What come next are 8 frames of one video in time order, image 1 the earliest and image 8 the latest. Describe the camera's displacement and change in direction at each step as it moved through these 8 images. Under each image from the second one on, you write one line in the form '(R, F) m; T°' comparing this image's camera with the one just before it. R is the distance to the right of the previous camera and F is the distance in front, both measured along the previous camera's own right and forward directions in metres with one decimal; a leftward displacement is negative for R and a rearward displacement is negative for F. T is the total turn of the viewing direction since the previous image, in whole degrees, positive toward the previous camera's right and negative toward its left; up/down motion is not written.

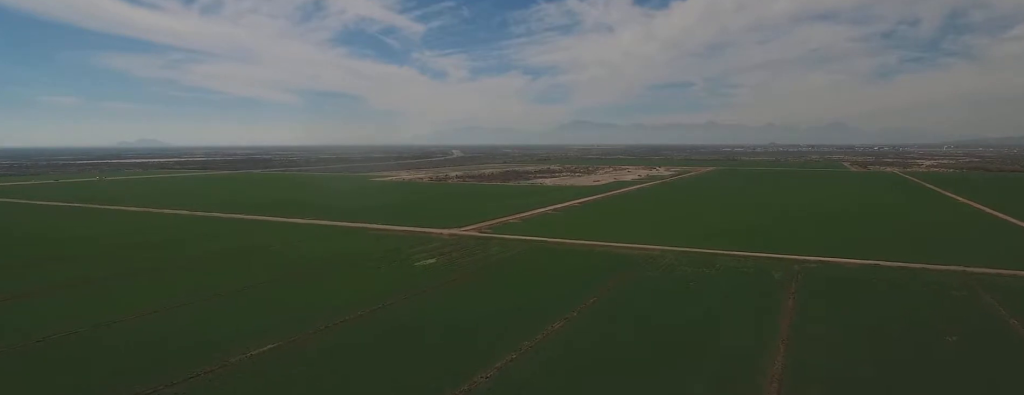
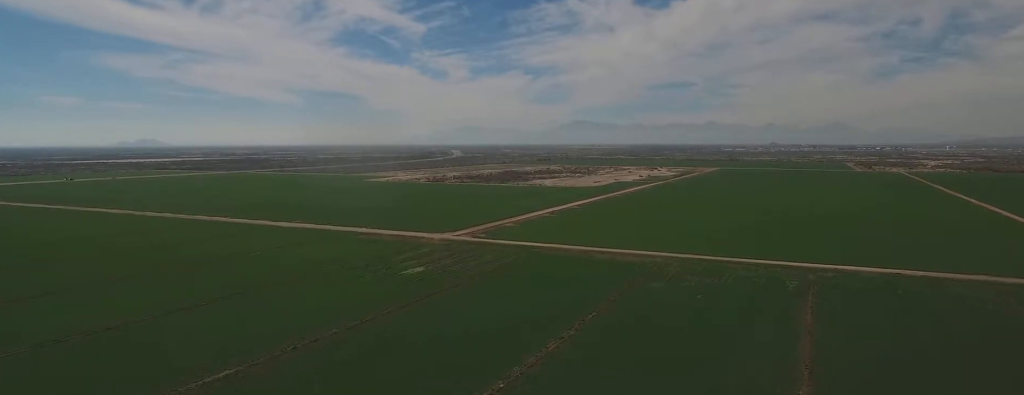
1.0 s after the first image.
(-0.2, +15.6) m; -1°
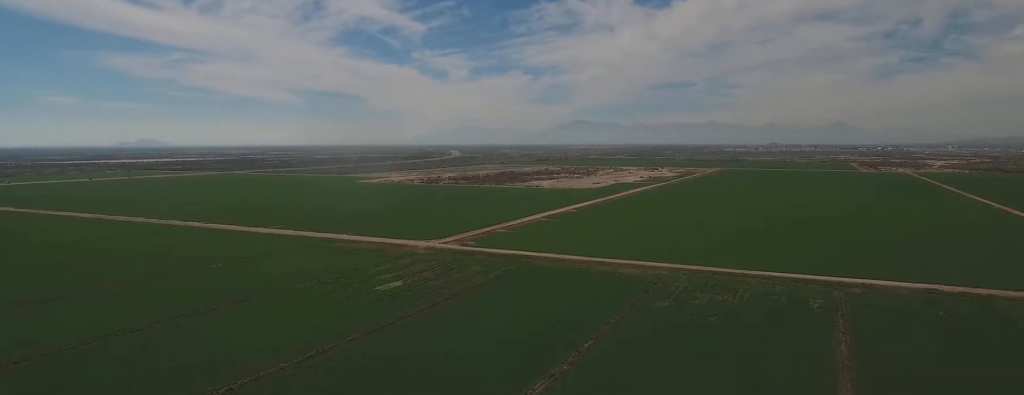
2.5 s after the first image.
(-0.3, +22.9) m; -1°
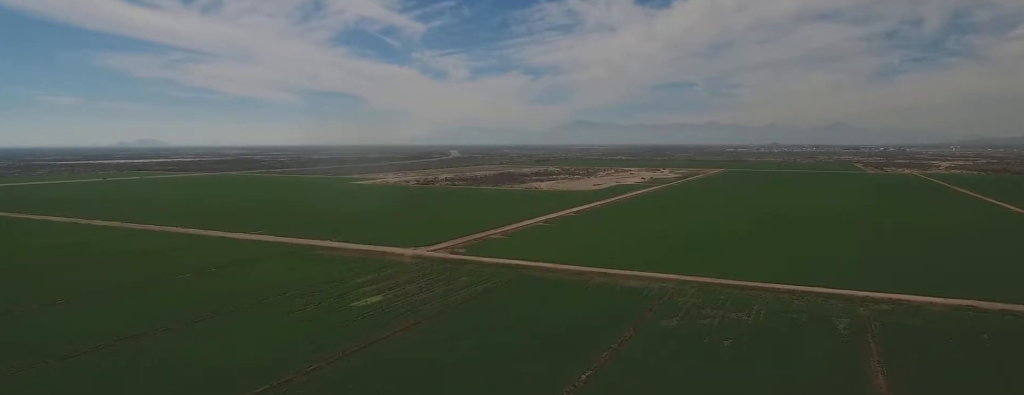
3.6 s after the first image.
(+0.1, +17.6) m; +1°
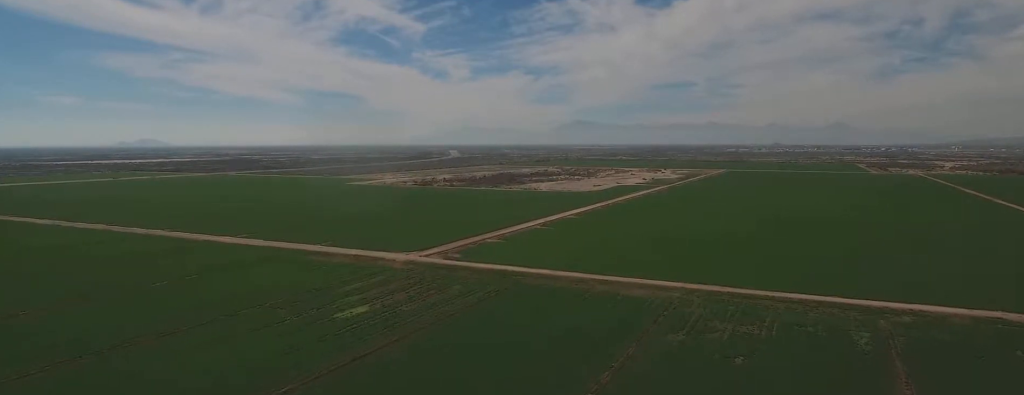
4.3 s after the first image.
(0.0, +10.7) m; +1°
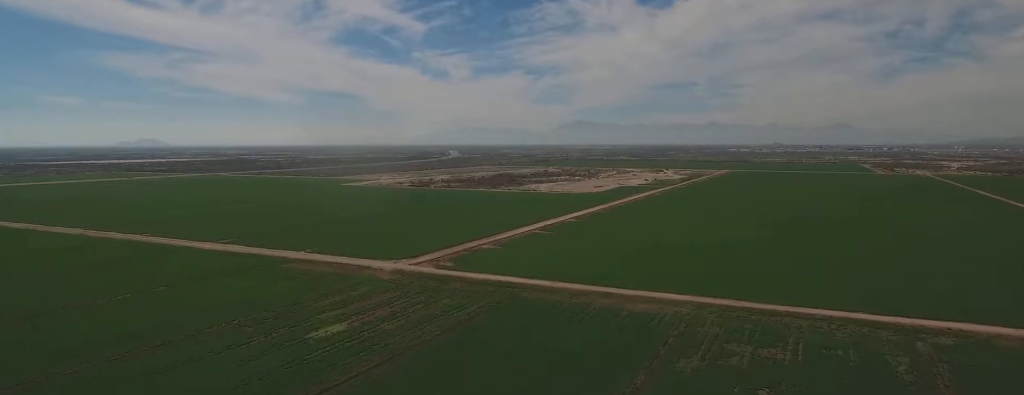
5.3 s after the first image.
(+0.2, +15.6) m; +1°
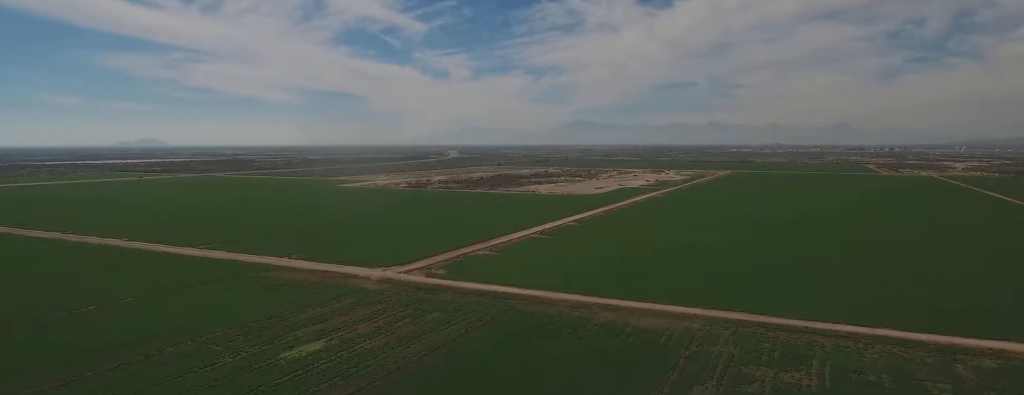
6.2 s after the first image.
(+0.1, +13.1) m; +1°
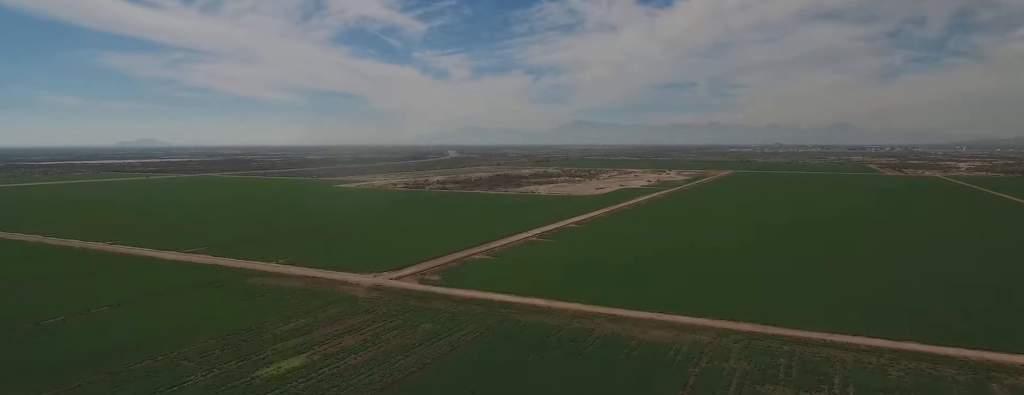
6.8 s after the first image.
(0.0, +9.7) m; 0°
